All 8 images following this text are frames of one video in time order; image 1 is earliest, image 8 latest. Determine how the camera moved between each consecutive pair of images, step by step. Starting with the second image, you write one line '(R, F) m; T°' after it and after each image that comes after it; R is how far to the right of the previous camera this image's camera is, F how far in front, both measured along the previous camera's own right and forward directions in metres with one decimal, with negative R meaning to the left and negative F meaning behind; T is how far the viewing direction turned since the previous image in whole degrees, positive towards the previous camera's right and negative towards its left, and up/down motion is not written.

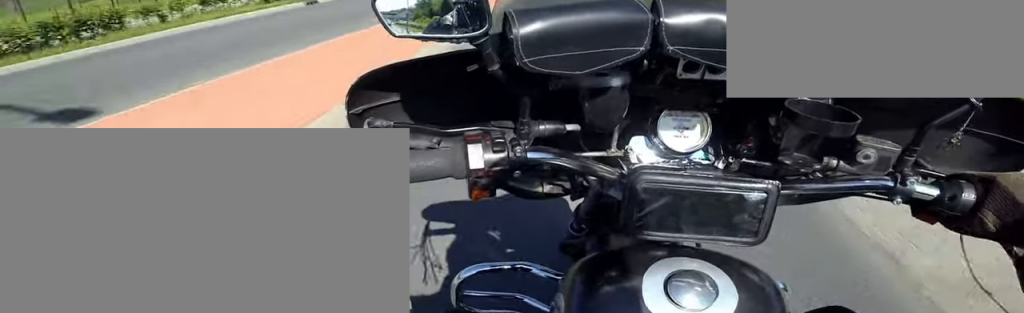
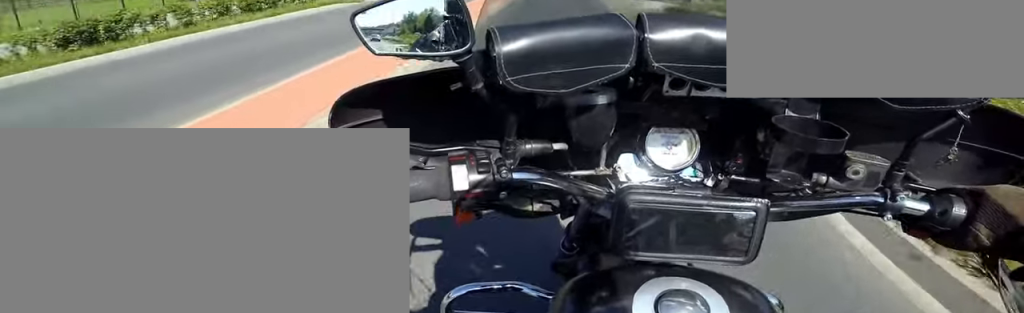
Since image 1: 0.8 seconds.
(-0.1, +10.6) m; 0°
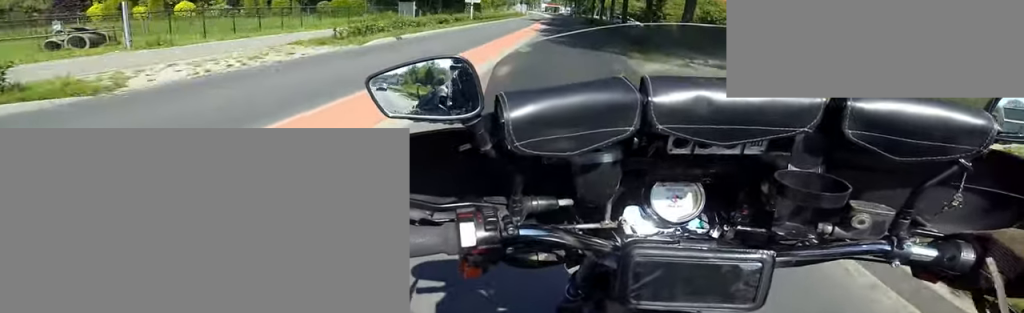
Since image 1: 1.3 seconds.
(0.0, +7.8) m; 0°
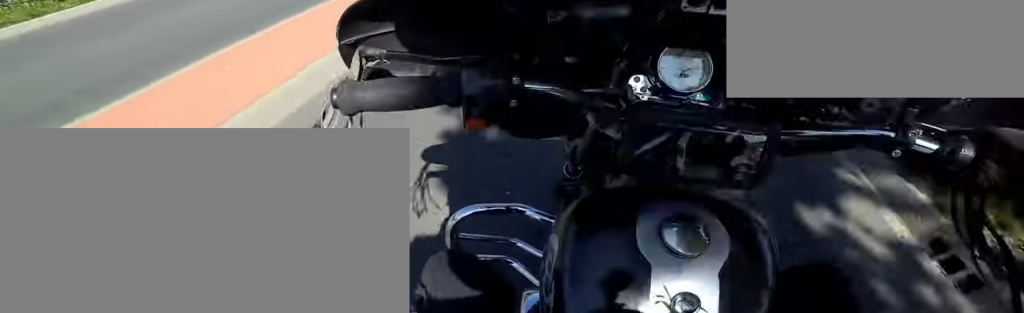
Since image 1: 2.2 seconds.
(0.0, +13.1) m; 0°
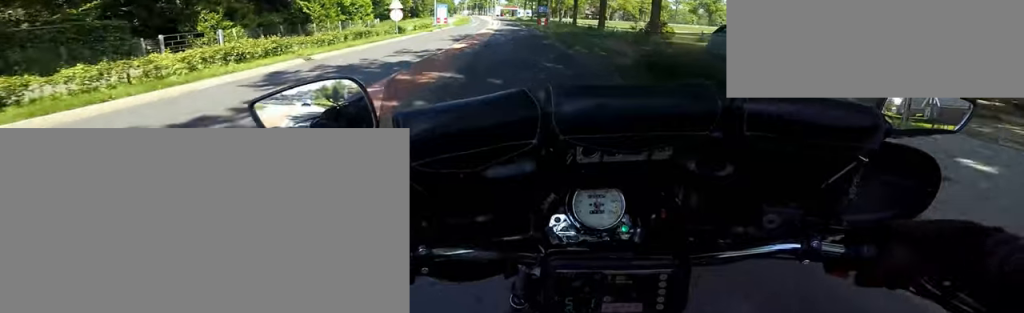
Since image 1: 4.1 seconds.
(0.0, +27.0) m; -1°
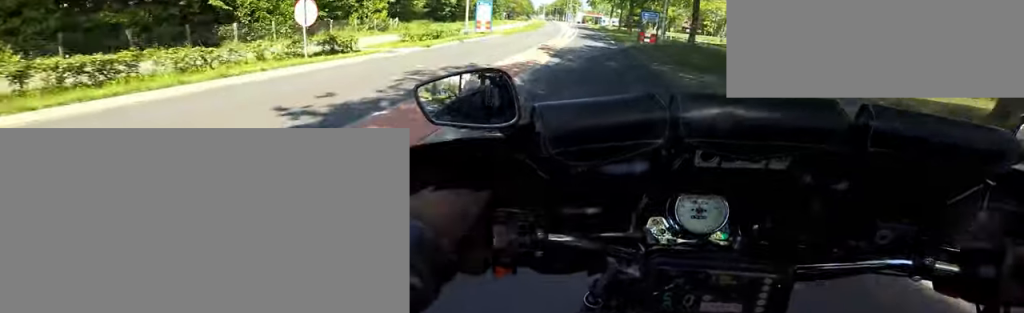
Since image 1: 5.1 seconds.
(-0.4, +14.5) m; -2°
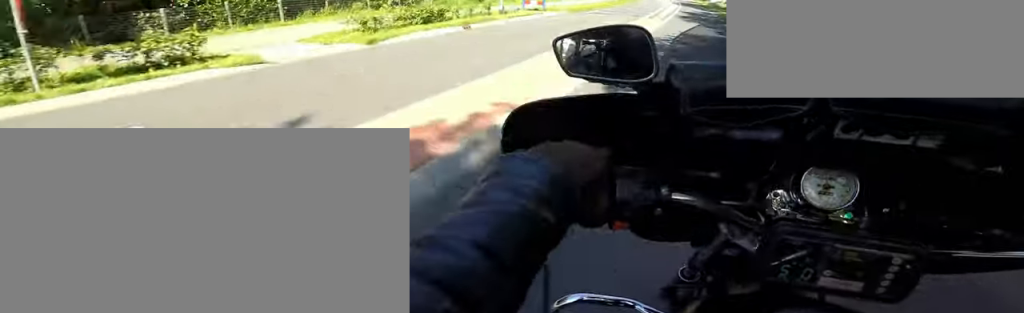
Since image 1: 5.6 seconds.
(-0.4, +7.3) m; 0°
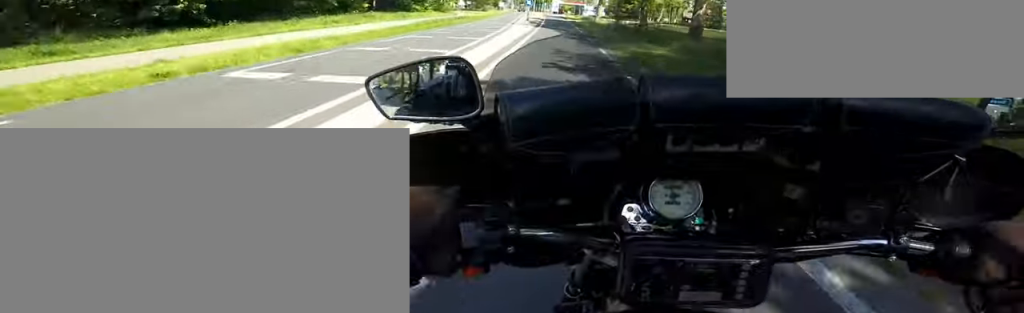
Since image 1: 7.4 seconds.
(-0.3, +27.7) m; -2°
